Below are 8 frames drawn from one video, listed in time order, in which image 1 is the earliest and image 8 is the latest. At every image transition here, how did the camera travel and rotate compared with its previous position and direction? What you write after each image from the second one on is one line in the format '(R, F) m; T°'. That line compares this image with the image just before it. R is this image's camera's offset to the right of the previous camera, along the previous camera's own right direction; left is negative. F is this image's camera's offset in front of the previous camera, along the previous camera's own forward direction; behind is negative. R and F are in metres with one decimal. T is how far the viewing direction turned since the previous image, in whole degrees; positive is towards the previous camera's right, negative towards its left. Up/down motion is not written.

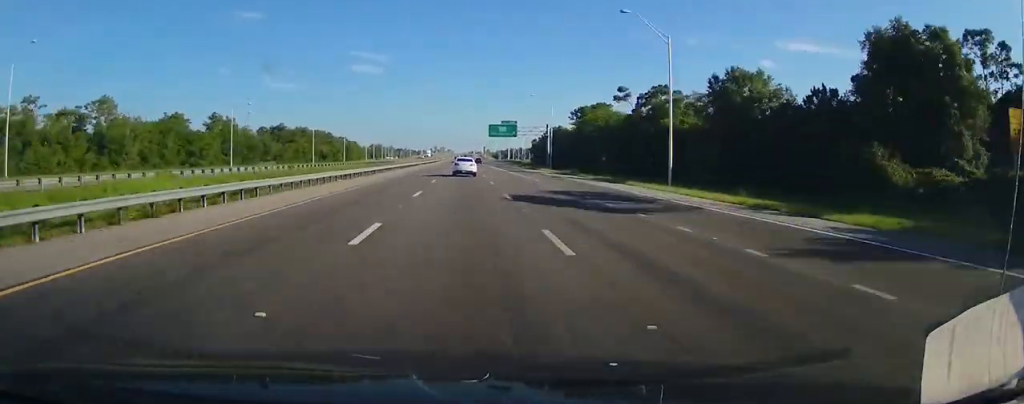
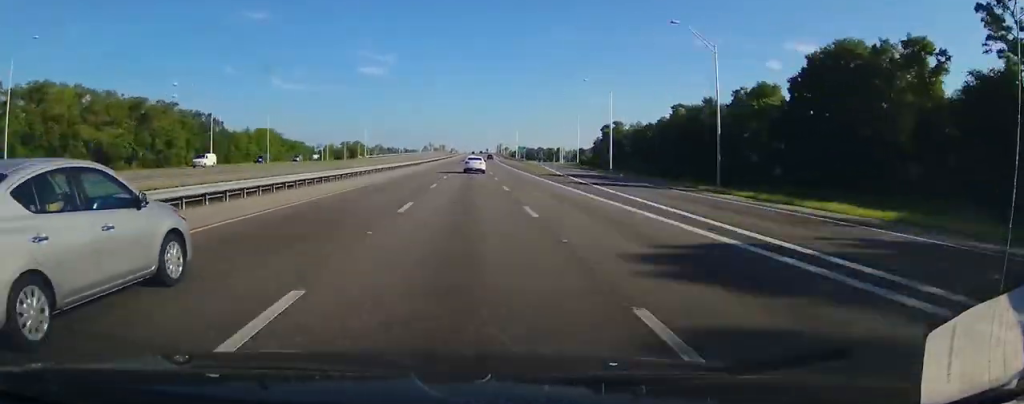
(-2.8, +254.4) m; 0°
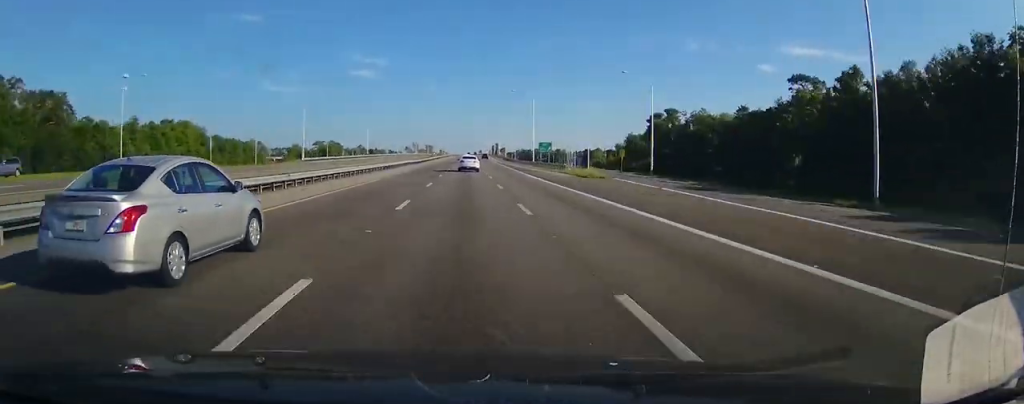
(+0.9, +67.2) m; 0°
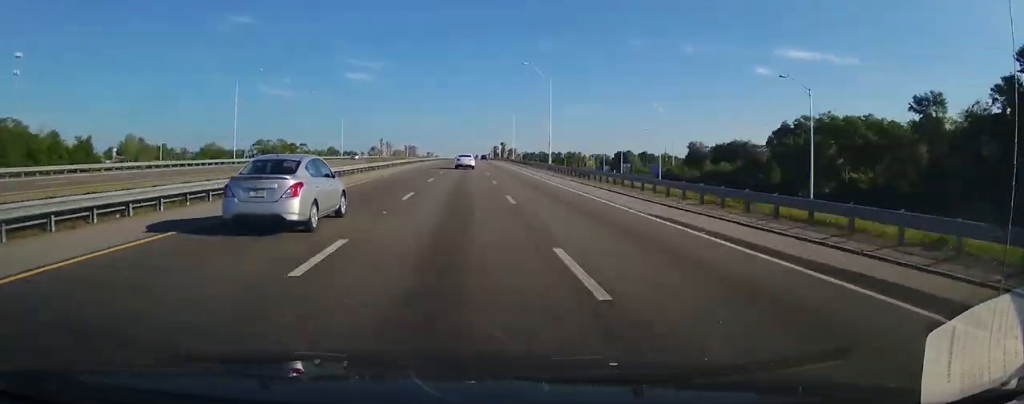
(+1.1, +113.9) m; +1°
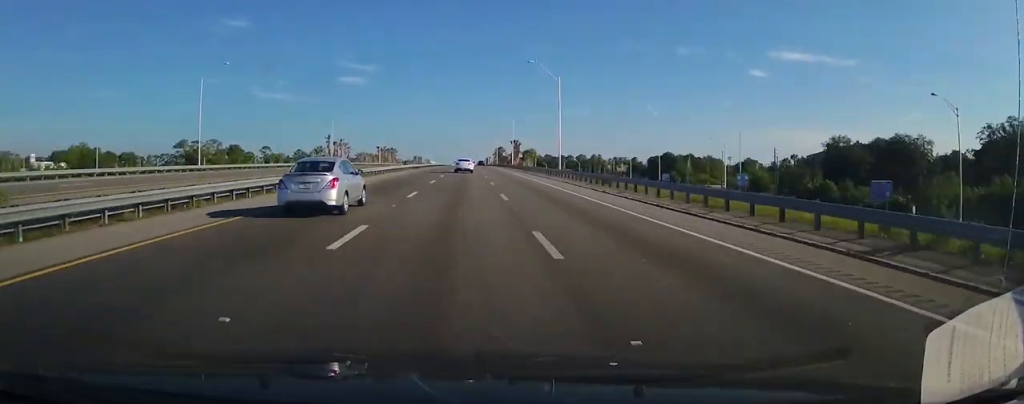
(-0.3, +84.4) m; 0°
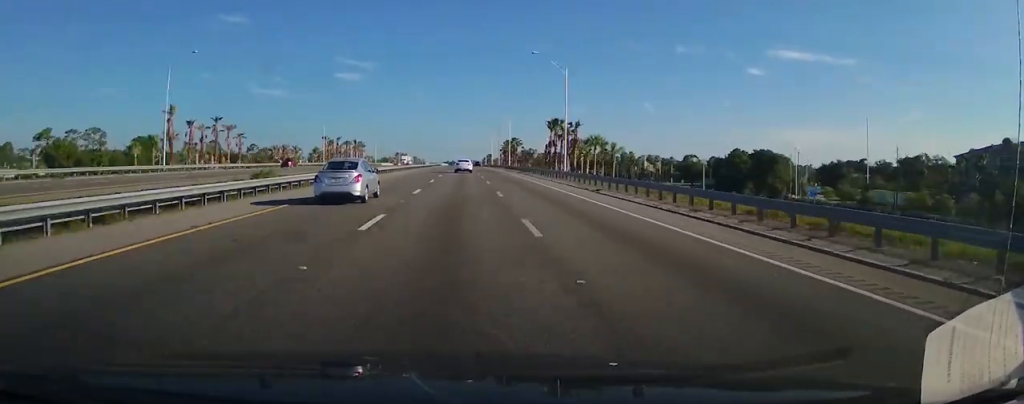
(+0.5, +82.6) m; 0°
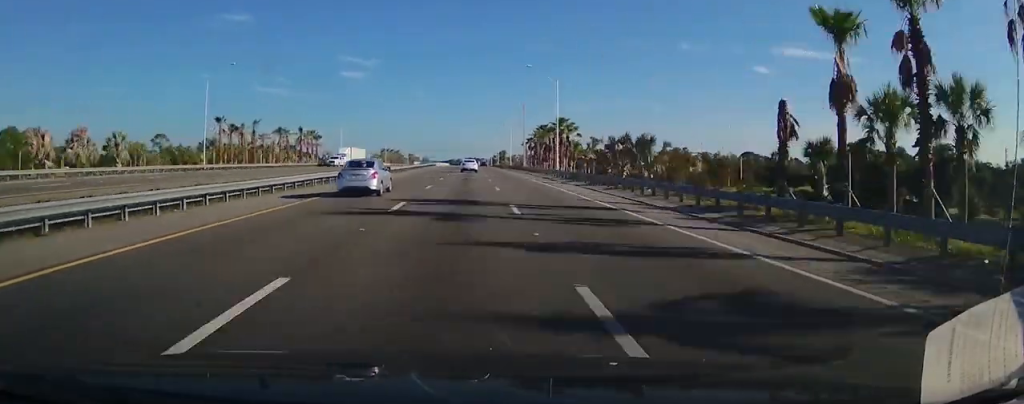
(+0.9, +68.2) m; 0°
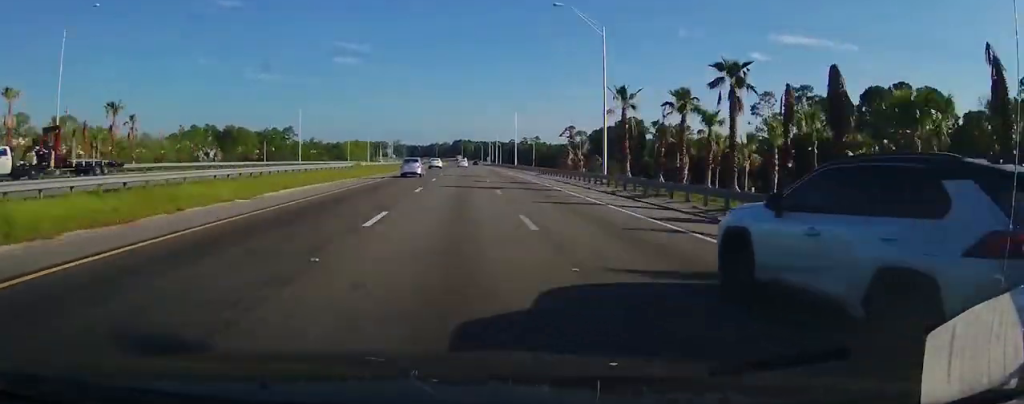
(-0.4, +345.7) m; 0°
